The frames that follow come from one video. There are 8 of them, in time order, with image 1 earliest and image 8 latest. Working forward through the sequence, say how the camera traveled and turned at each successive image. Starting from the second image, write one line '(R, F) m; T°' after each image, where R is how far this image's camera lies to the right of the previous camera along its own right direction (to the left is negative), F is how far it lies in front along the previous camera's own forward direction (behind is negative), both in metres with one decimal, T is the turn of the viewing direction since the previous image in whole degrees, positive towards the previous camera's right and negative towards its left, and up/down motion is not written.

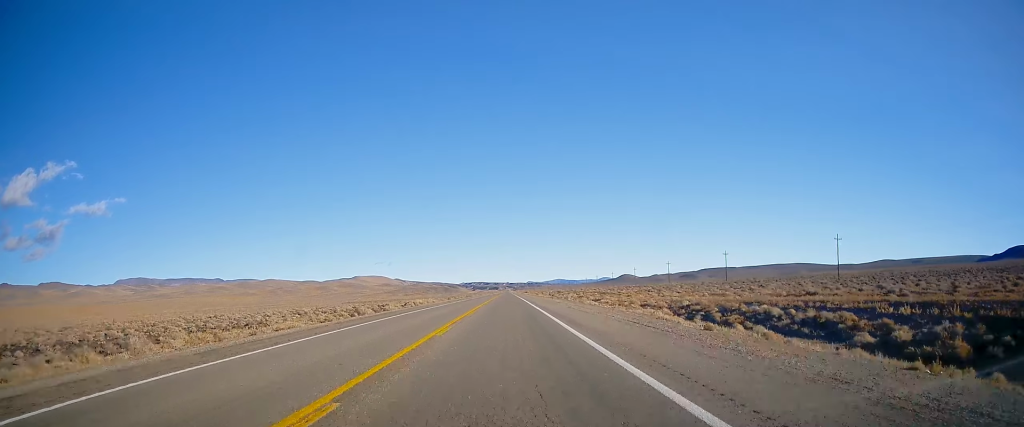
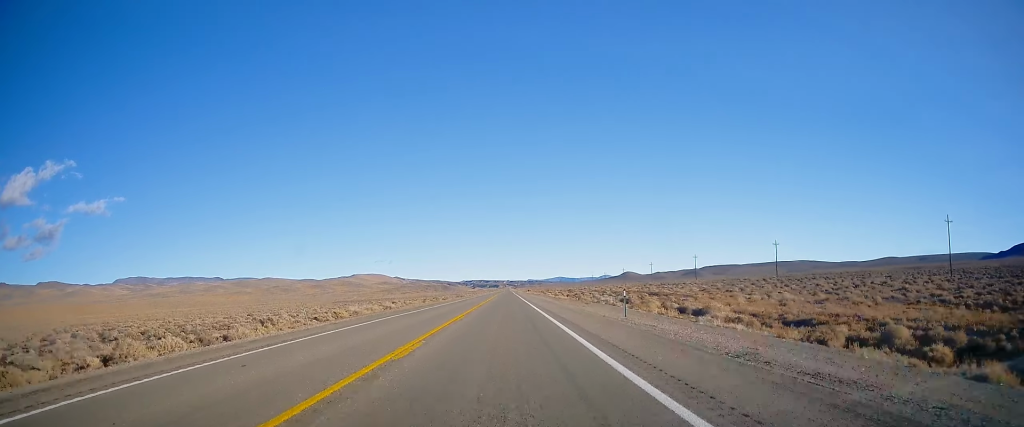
(+0.4, +41.6) m; 0°
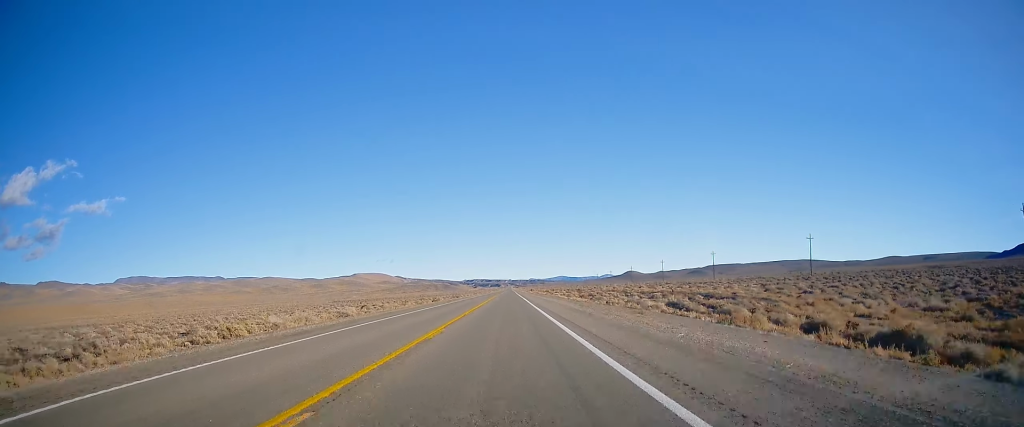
(-0.1, +19.7) m; 0°
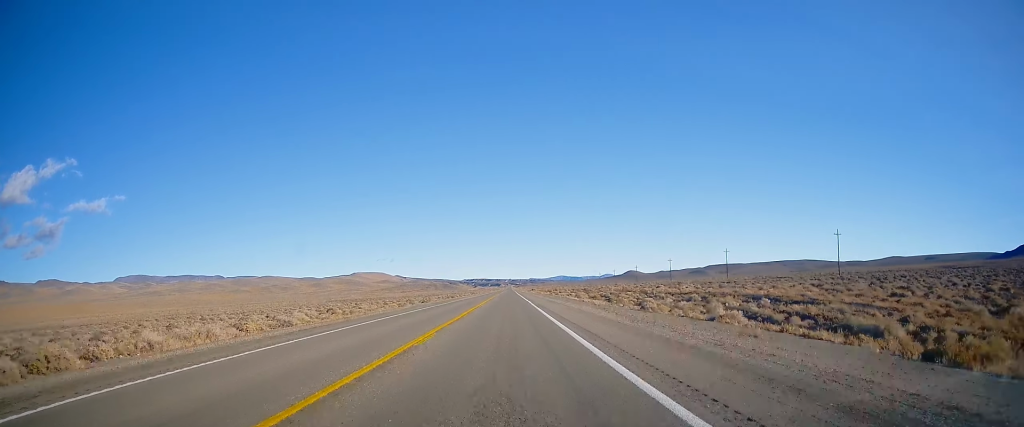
(0.0, +13.9) m; 0°
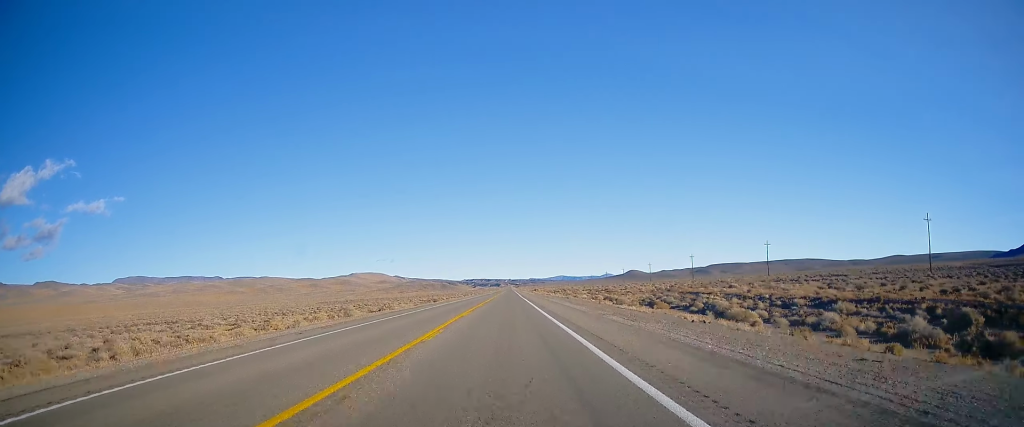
(-0.2, +34.7) m; +1°
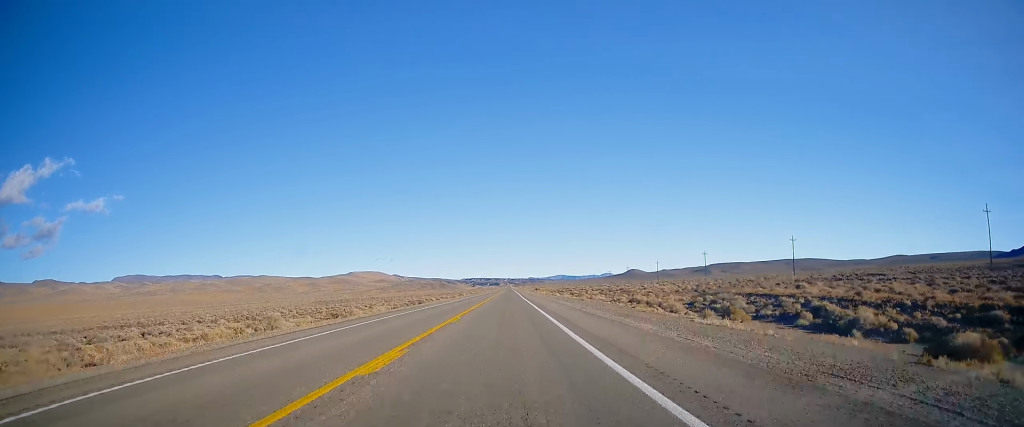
(+0.2, +17.4) m; 0°
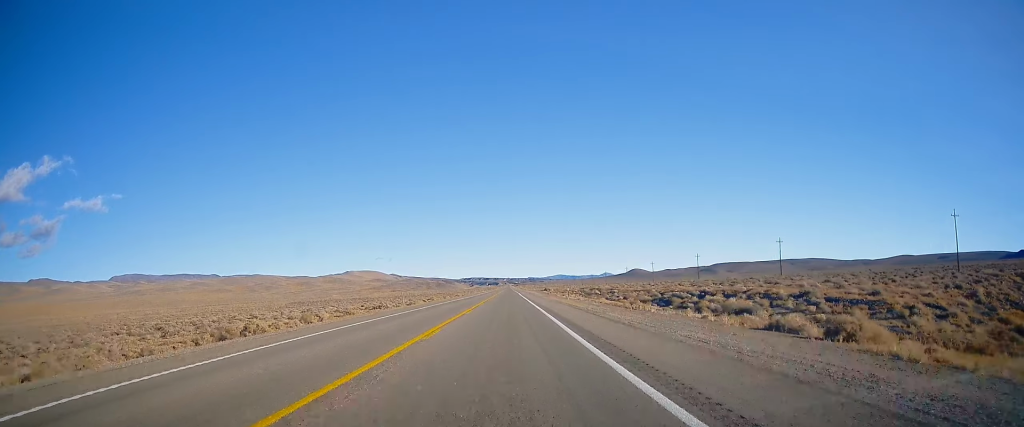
(-0.5, +67.4) m; 0°
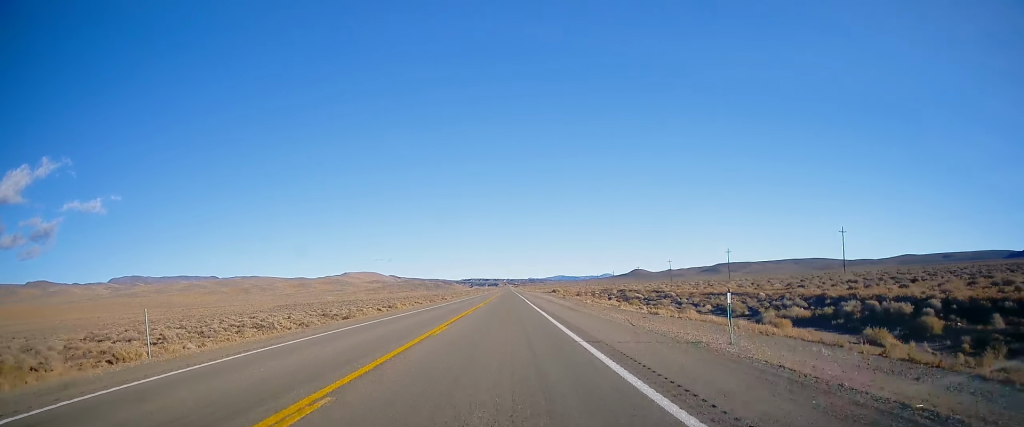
(+0.3, +34.6) m; +1°
